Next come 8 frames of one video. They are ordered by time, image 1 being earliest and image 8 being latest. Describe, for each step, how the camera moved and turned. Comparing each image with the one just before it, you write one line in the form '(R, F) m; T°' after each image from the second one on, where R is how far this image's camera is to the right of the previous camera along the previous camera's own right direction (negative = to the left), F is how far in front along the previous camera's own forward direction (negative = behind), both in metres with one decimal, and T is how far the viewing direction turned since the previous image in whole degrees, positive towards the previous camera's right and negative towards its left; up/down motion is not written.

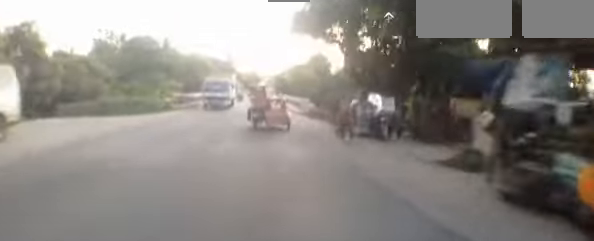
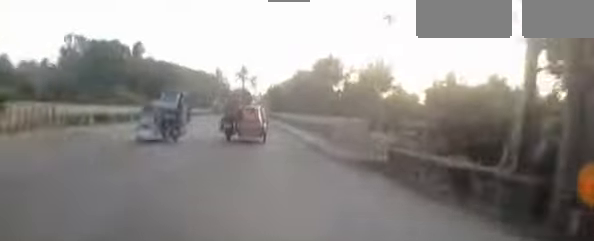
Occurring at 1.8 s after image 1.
(+2.0, +13.5) m; +12°
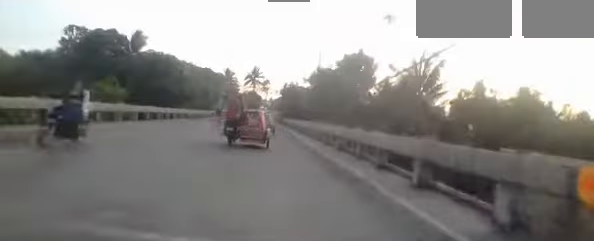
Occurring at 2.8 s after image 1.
(-0.5, +7.7) m; -4°
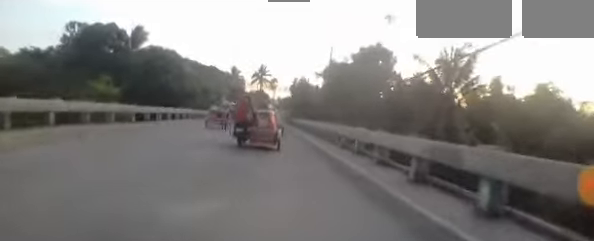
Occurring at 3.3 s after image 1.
(0.0, +3.6) m; -1°
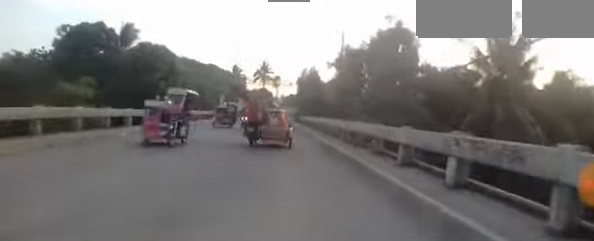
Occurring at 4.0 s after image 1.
(0.0, +4.8) m; -2°
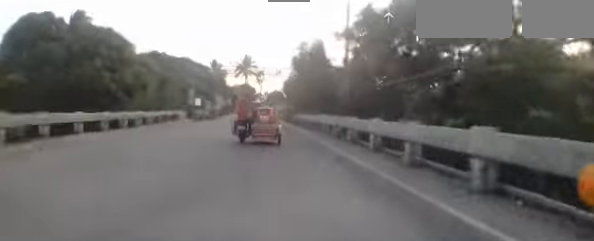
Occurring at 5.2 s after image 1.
(-0.5, +8.3) m; -4°
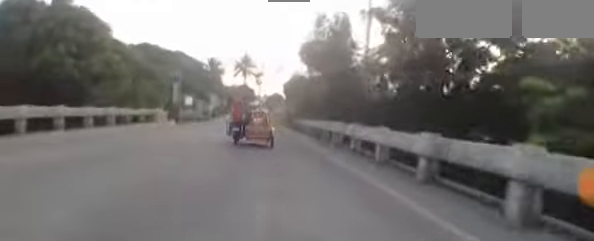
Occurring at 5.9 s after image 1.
(-0.1, +4.9) m; +2°
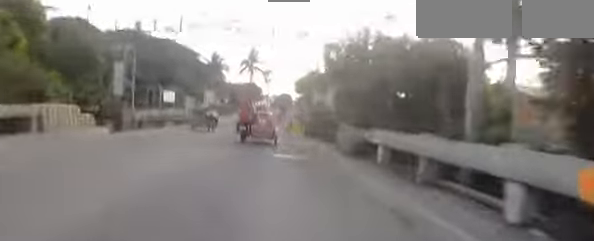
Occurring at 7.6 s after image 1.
(+0.9, +11.9) m; +9°
